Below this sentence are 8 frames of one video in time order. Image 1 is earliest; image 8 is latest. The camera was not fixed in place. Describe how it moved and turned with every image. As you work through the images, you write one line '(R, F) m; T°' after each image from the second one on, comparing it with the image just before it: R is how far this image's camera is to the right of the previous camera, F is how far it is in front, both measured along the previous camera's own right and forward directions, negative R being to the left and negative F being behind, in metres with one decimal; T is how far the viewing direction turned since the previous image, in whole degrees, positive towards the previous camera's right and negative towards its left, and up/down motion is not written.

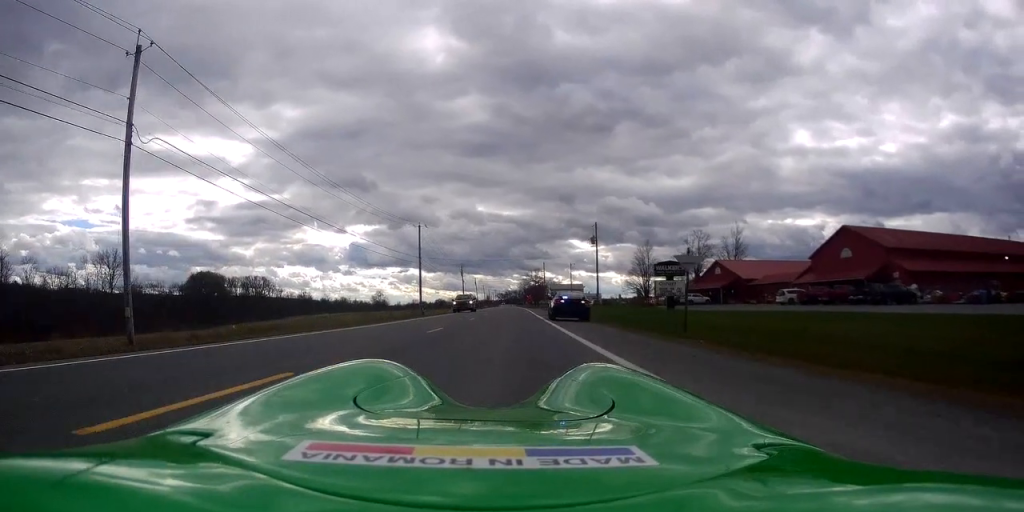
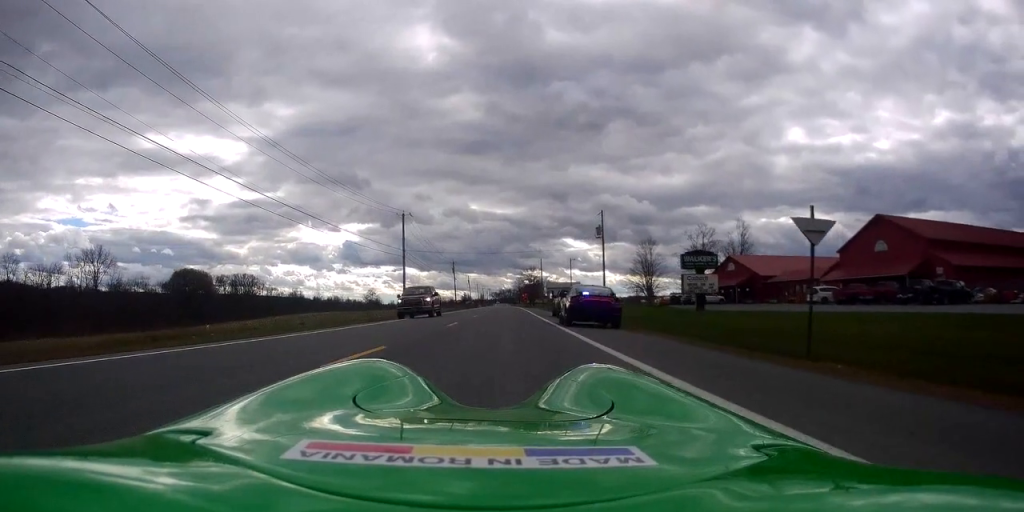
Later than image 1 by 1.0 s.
(0.0, +8.4) m; 0°
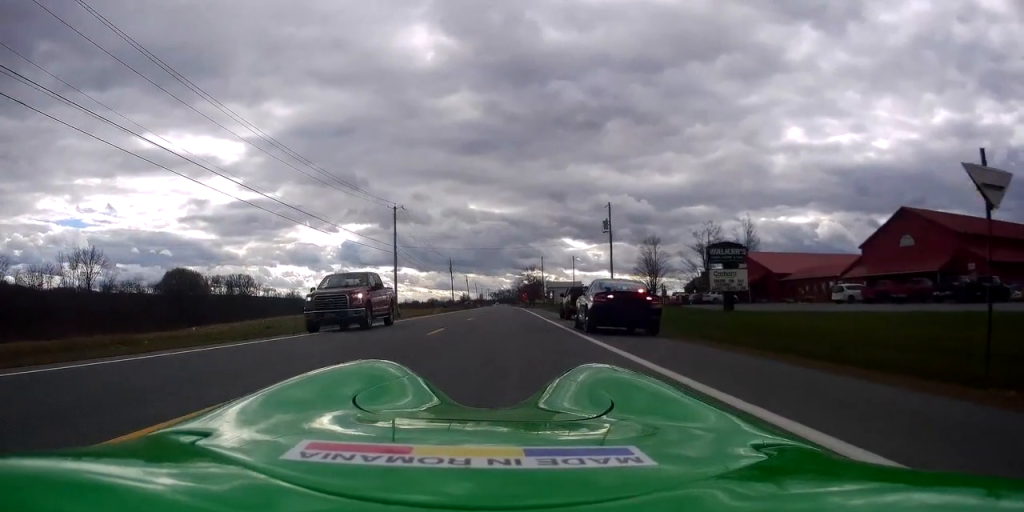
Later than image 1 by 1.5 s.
(-0.1, +5.1) m; +1°
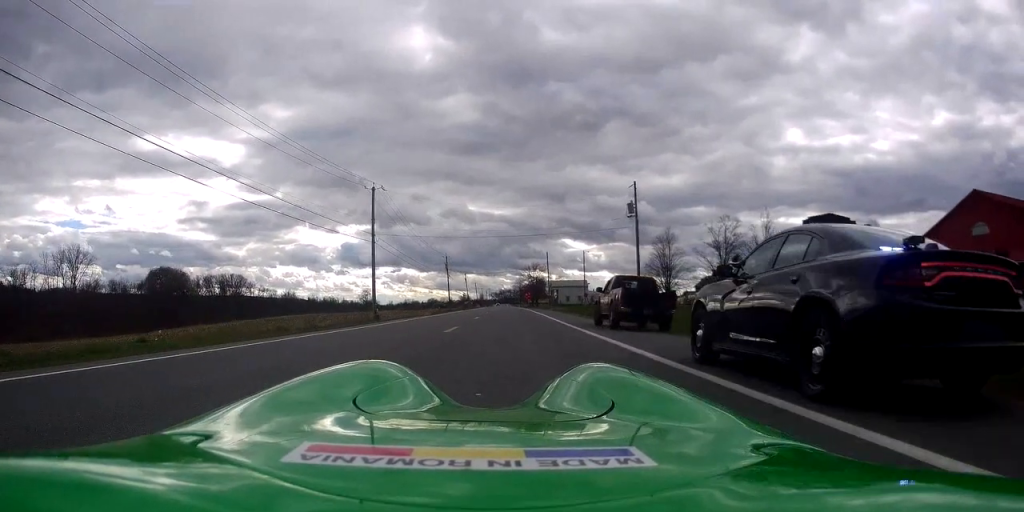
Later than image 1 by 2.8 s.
(+0.4, +11.2) m; +2°
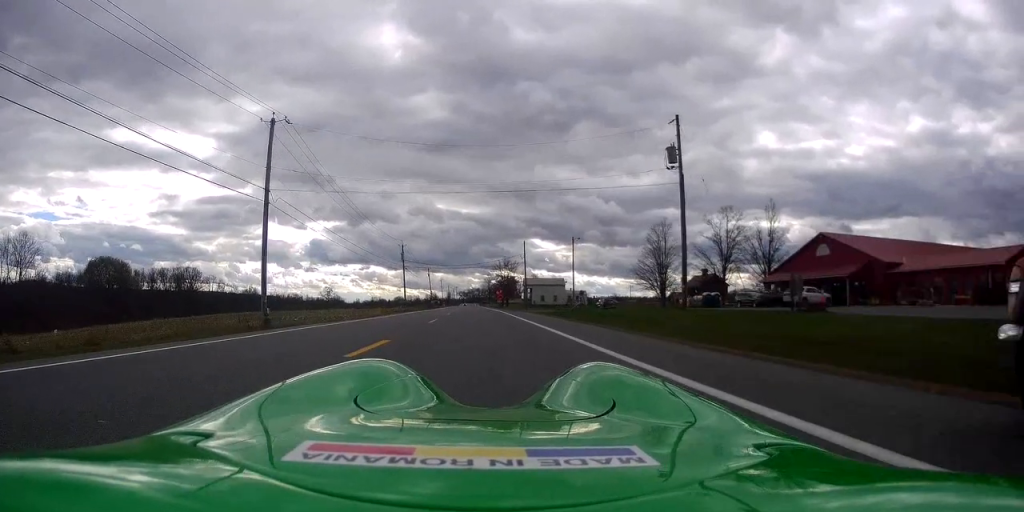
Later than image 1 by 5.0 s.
(-0.1, +18.9) m; +2°
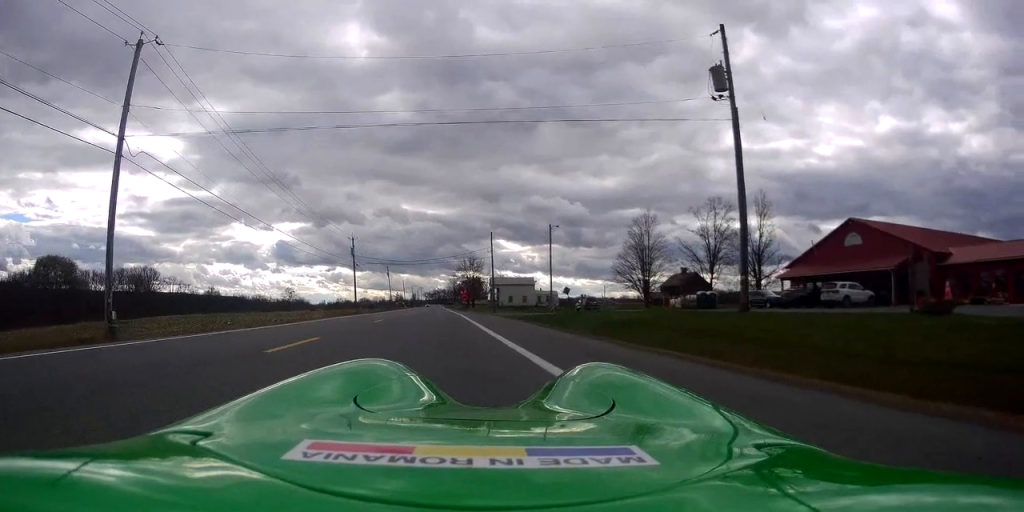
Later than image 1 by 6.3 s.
(+0.5, +11.5) m; +3°
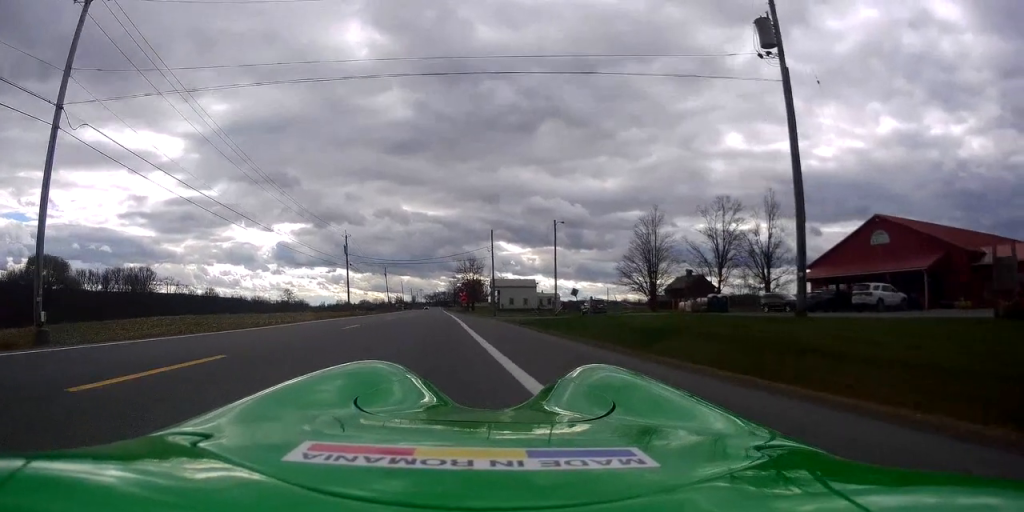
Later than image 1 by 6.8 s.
(0.0, +4.0) m; -1°
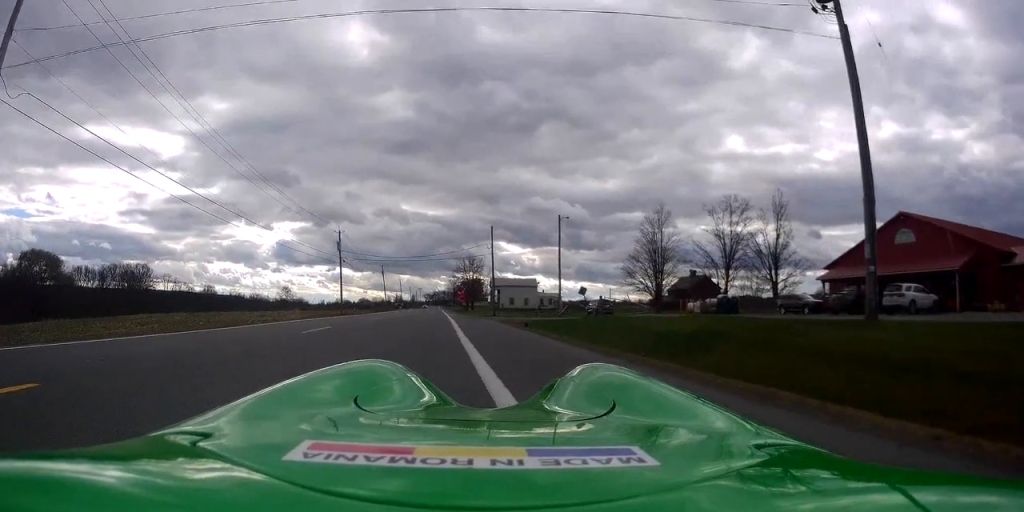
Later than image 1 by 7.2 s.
(0.0, +3.6) m; -1°
